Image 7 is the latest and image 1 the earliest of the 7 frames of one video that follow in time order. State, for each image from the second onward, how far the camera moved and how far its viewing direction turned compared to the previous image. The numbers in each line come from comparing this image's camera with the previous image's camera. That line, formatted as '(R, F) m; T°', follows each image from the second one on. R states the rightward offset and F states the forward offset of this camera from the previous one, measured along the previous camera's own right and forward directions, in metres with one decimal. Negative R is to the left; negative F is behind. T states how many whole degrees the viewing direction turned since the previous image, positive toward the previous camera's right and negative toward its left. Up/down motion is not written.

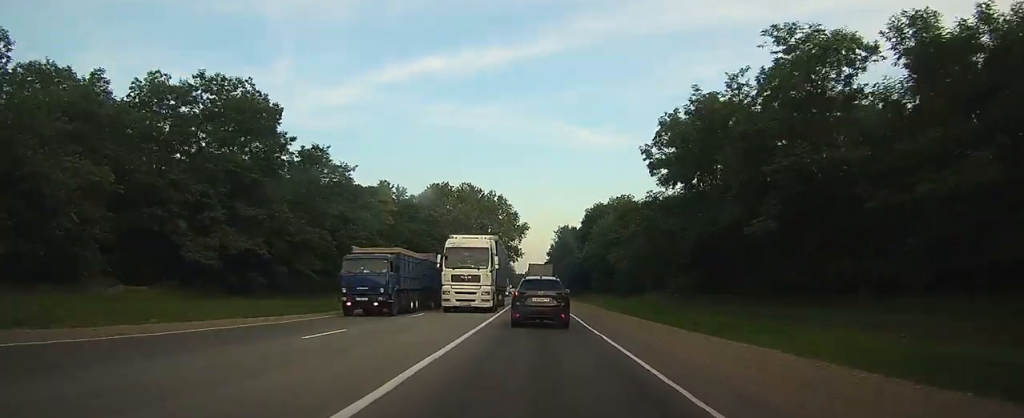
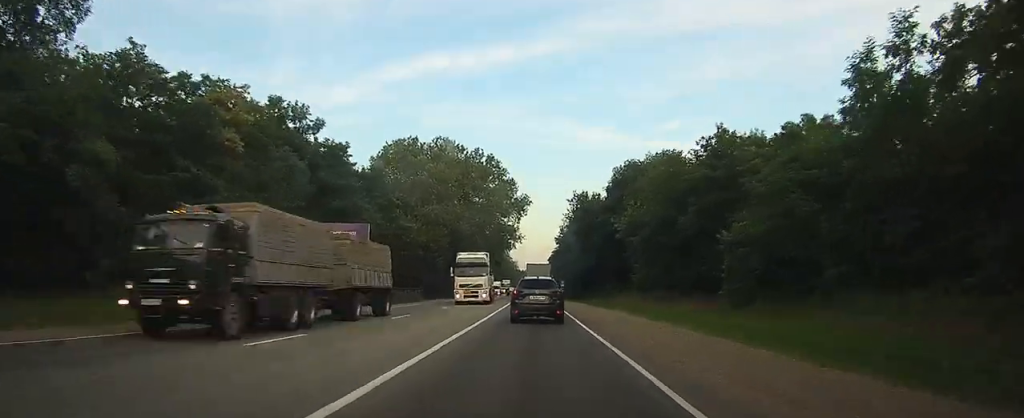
(-0.4, +38.5) m; -1°
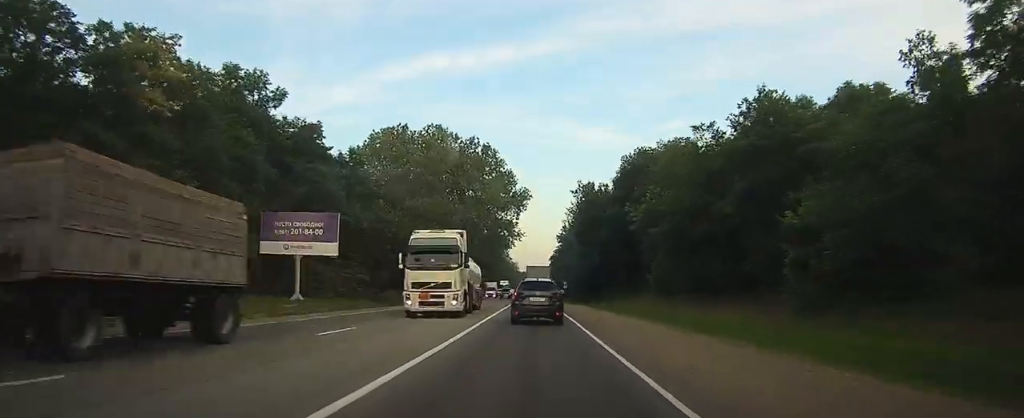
(0.0, +7.9) m; 0°
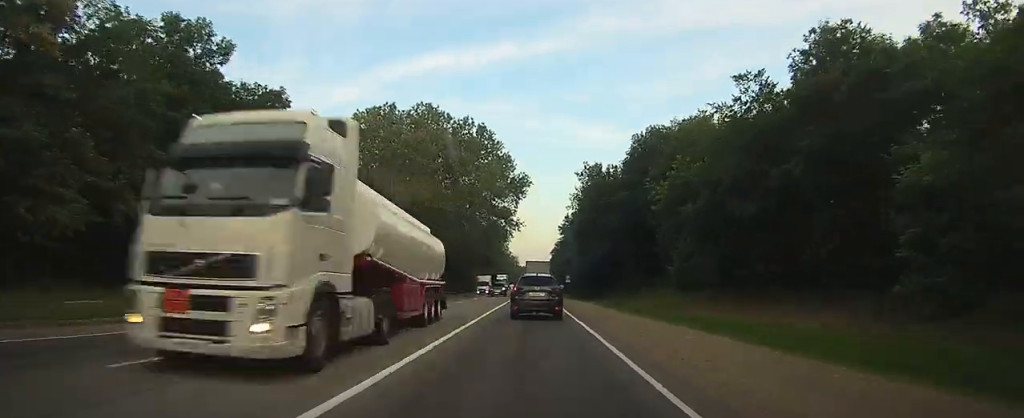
(-0.1, +7.9) m; 0°
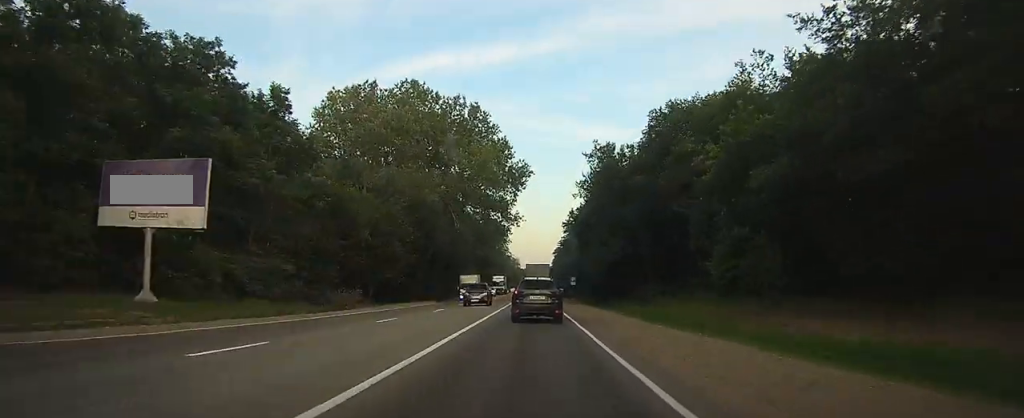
(0.0, +9.8) m; 0°
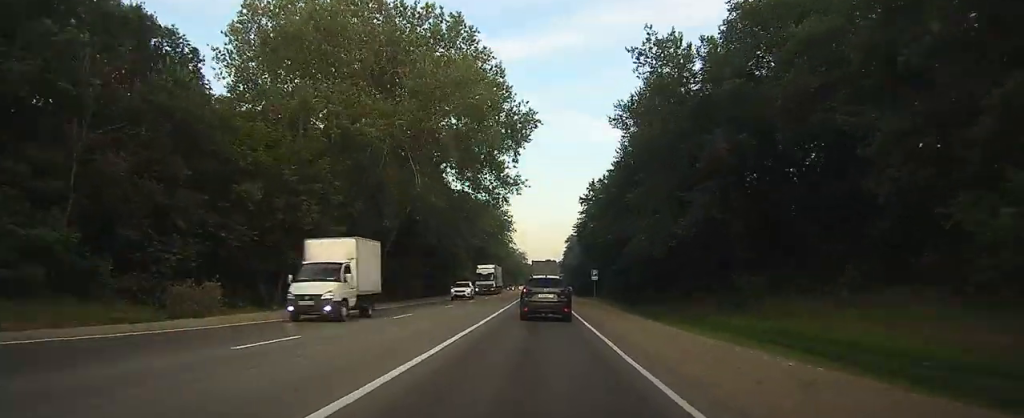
(-0.1, +22.1) m; 0°
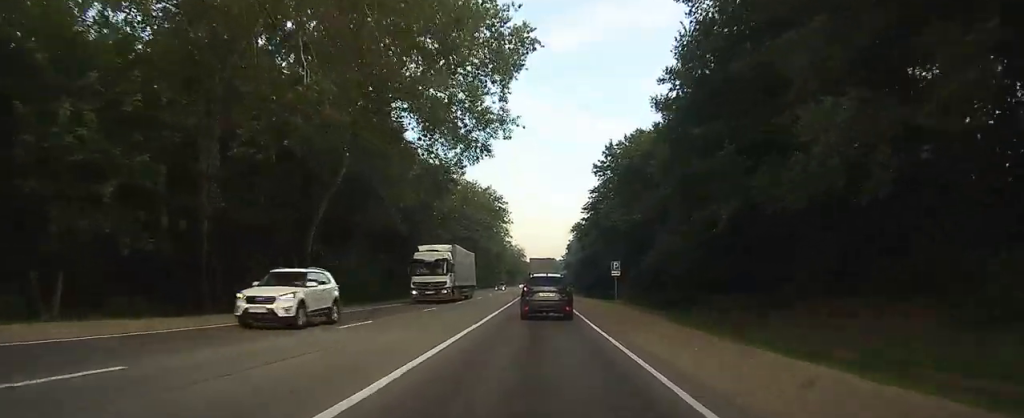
(-0.1, +17.6) m; 0°
